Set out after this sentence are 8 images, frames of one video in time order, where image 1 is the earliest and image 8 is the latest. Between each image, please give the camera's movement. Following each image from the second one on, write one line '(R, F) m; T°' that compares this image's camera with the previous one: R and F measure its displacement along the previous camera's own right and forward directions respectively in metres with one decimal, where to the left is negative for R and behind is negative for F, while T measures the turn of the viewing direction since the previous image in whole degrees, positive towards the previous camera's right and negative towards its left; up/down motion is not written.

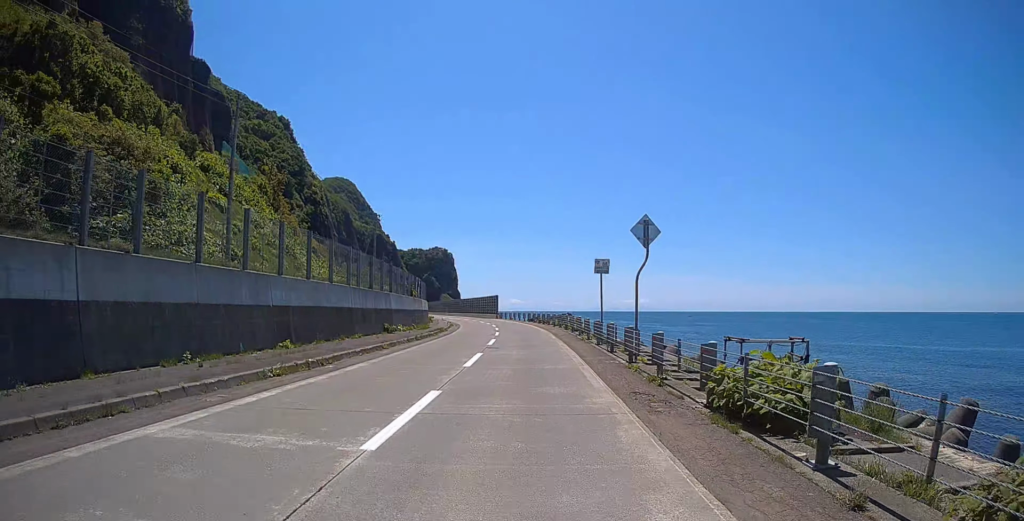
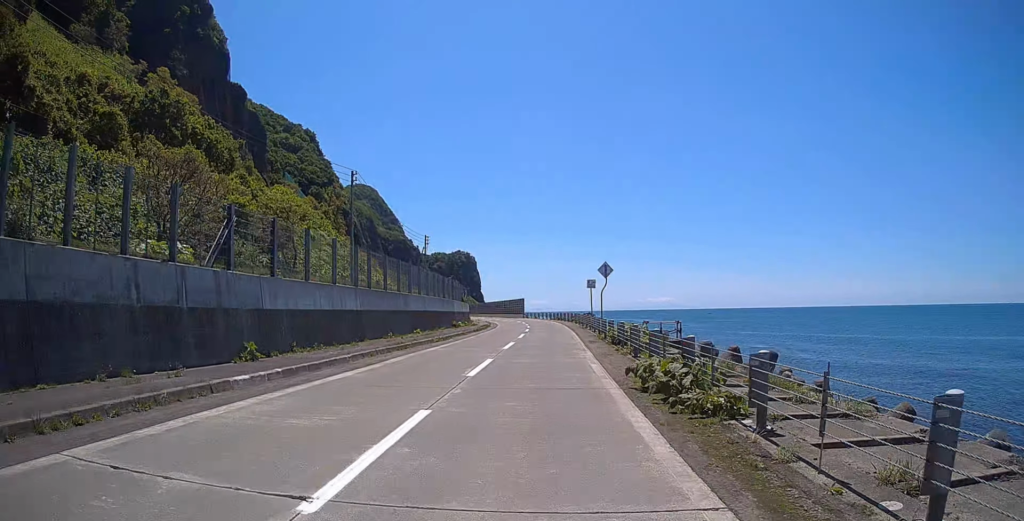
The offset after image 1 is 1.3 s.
(-0.1, +17.8) m; -1°
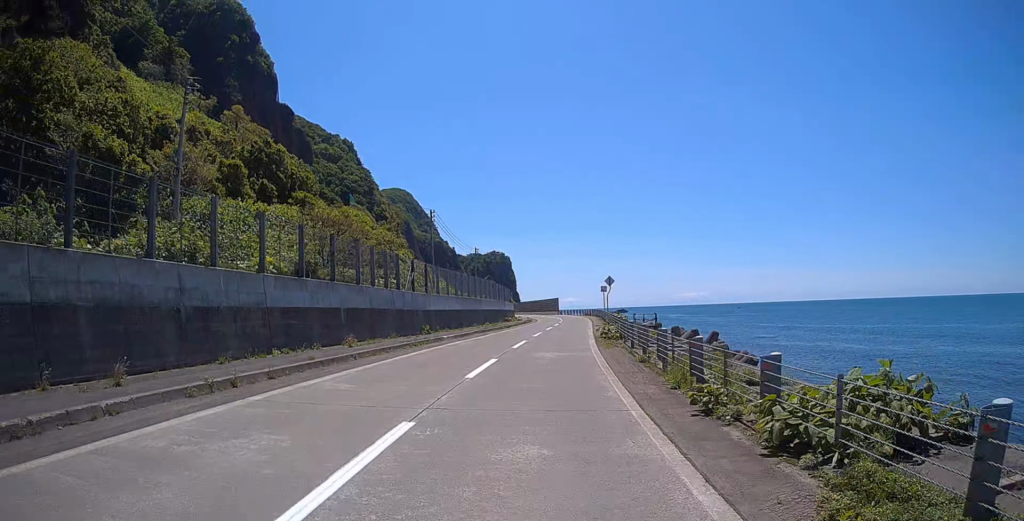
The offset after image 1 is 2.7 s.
(-0.3, +19.5) m; -2°
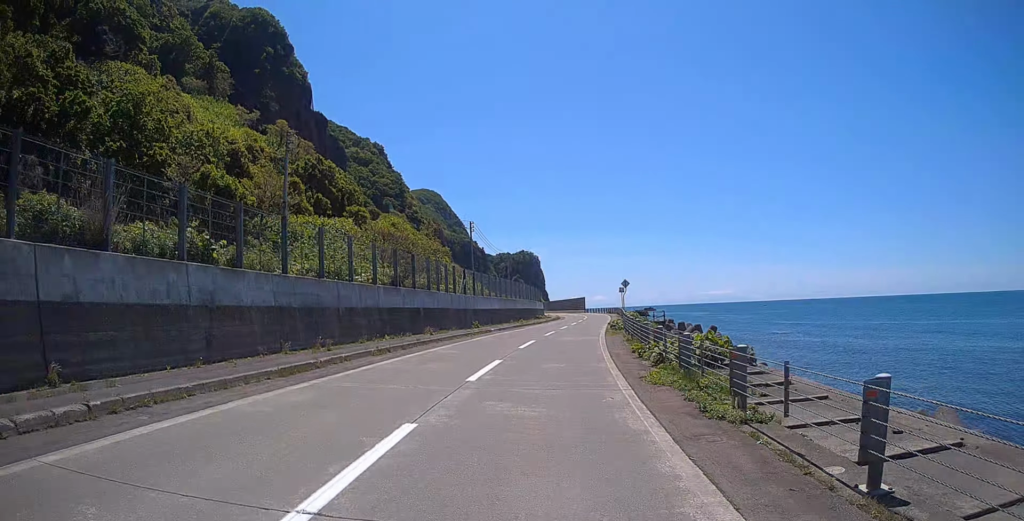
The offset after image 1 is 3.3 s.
(0.0, +9.8) m; -3°
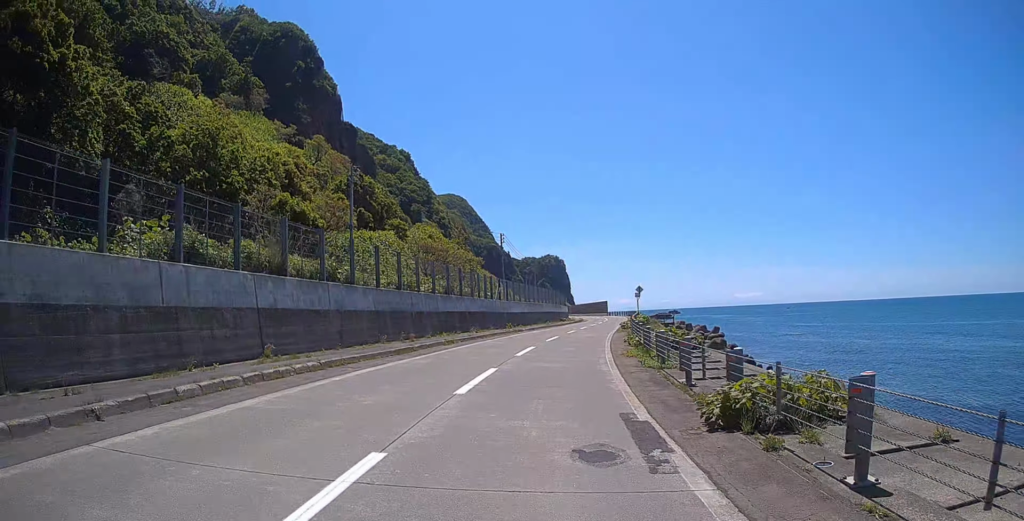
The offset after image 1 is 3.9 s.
(0.0, +8.4) m; -3°
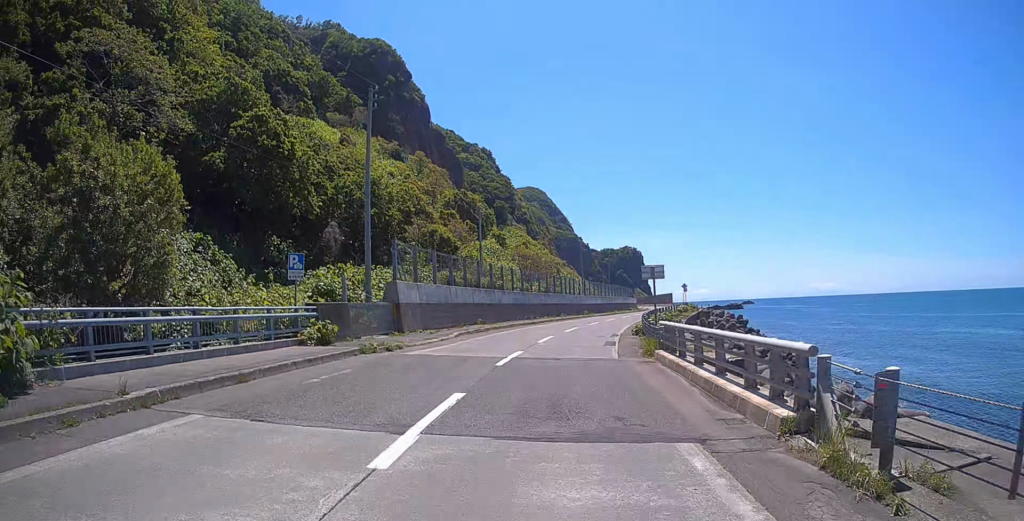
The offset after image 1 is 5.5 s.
(-1.5, +23.8) m; -6°
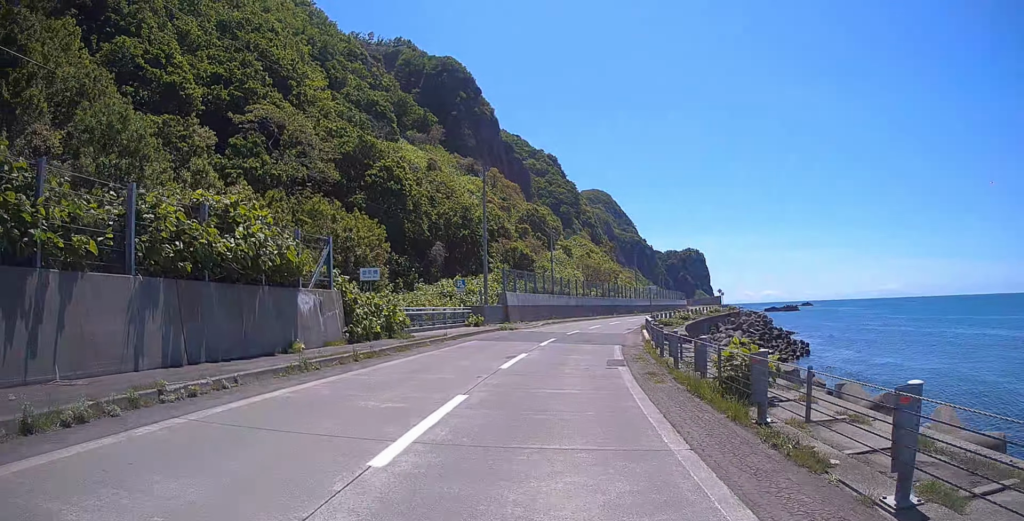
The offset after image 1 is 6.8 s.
(-1.1, +19.9) m; -6°
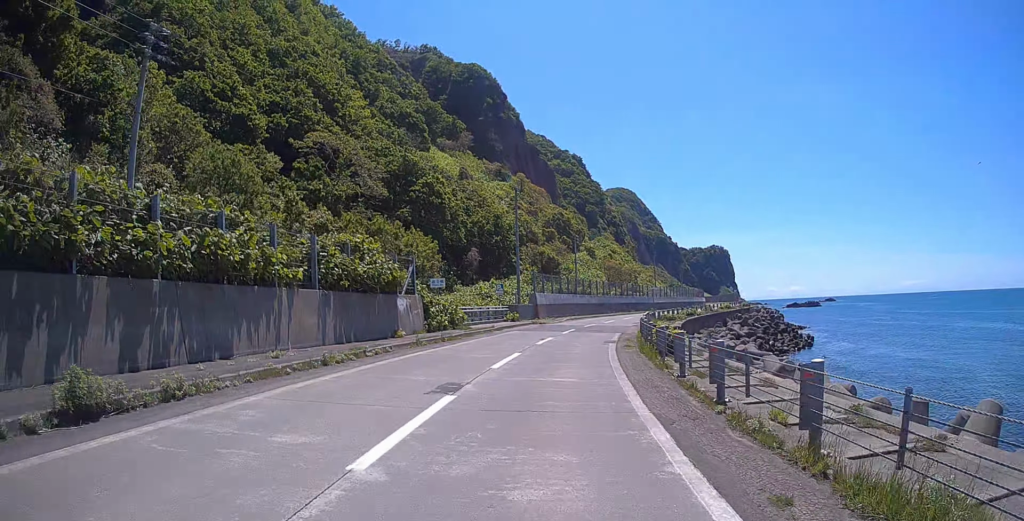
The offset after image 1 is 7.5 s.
(-0.3, +10.0) m; -2°
